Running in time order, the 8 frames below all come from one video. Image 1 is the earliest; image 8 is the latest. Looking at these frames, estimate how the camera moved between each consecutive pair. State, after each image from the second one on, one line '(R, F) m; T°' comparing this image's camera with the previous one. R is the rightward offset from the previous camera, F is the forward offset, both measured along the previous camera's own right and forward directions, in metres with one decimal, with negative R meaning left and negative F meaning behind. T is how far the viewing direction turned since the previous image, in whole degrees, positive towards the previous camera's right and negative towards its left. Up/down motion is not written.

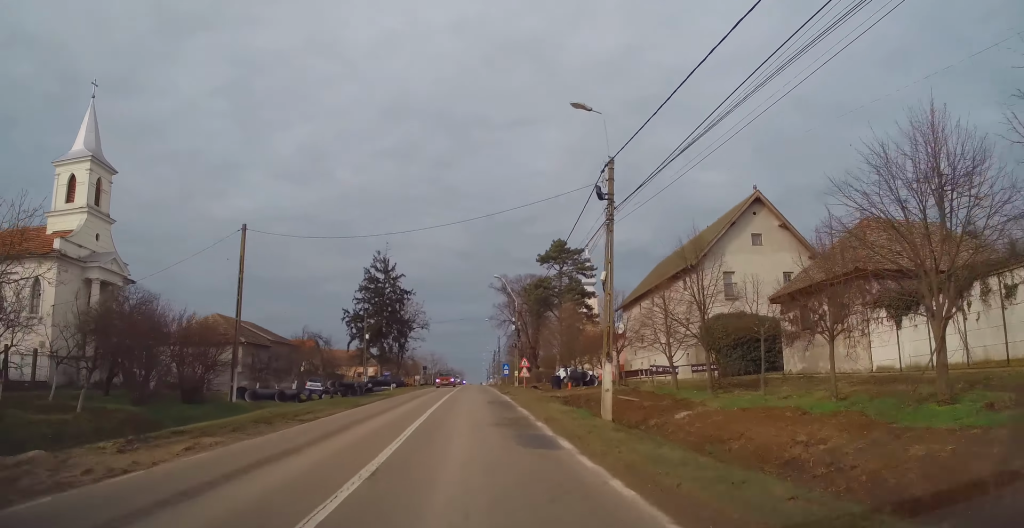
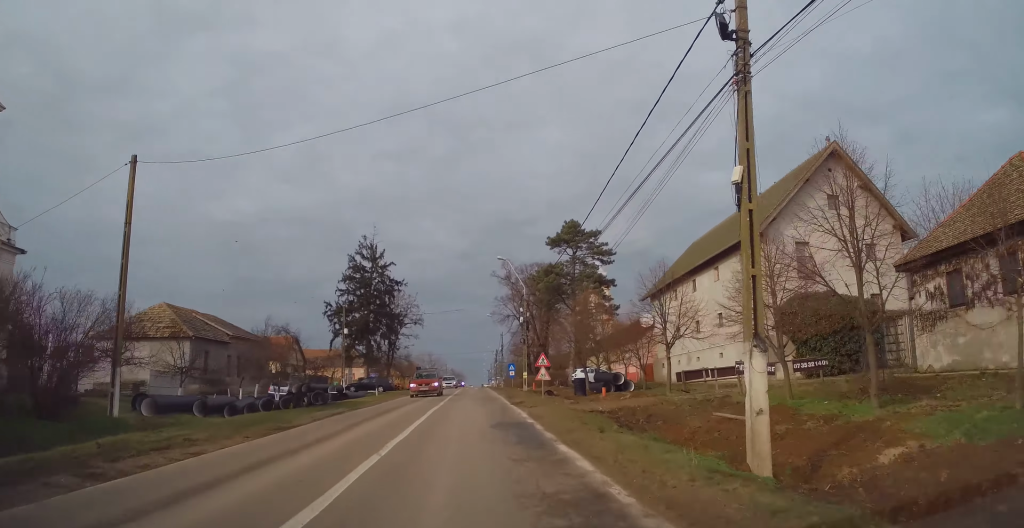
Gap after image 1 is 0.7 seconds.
(-0.1, +10.9) m; -1°
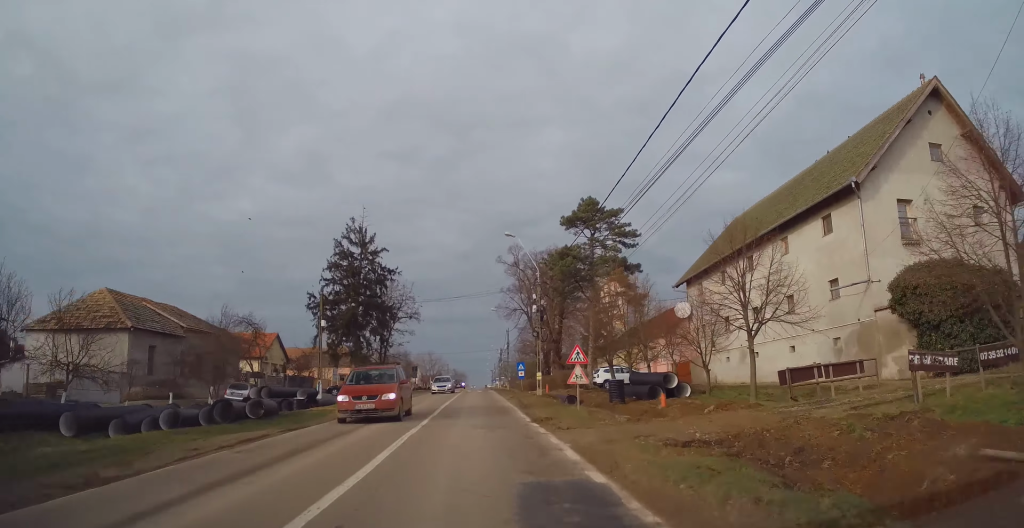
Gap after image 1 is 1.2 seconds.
(0.0, +9.3) m; 0°
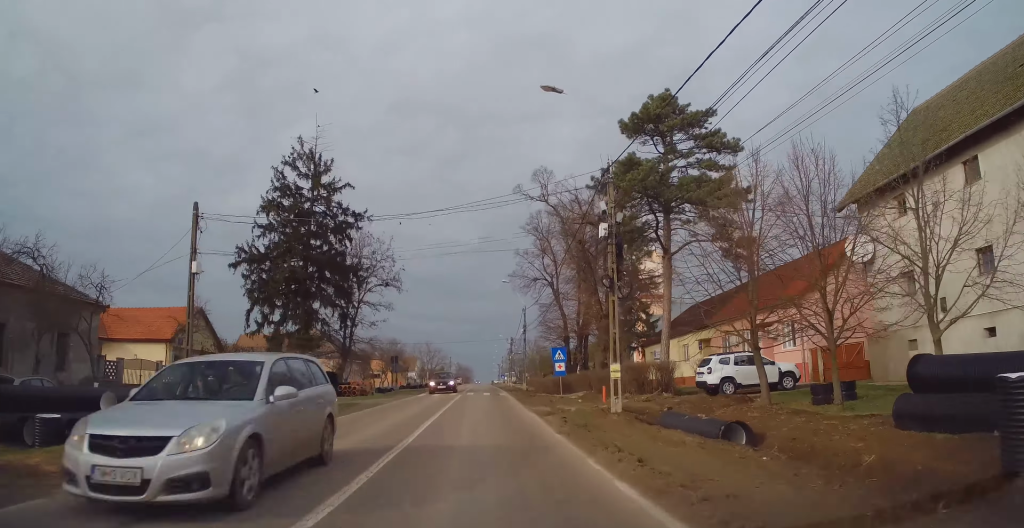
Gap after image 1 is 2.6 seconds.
(0.0, +22.2) m; +1°
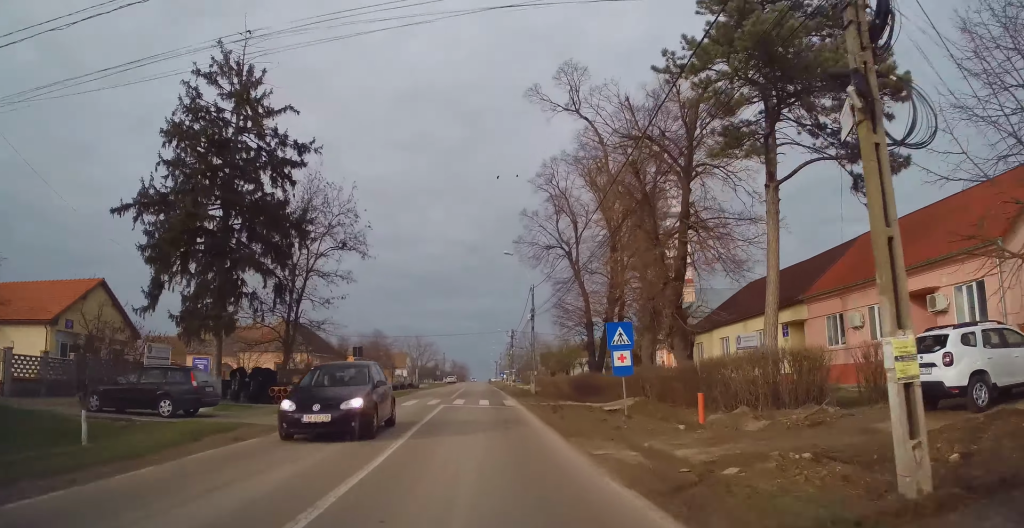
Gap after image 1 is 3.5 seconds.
(+0.2, +13.9) m; 0°
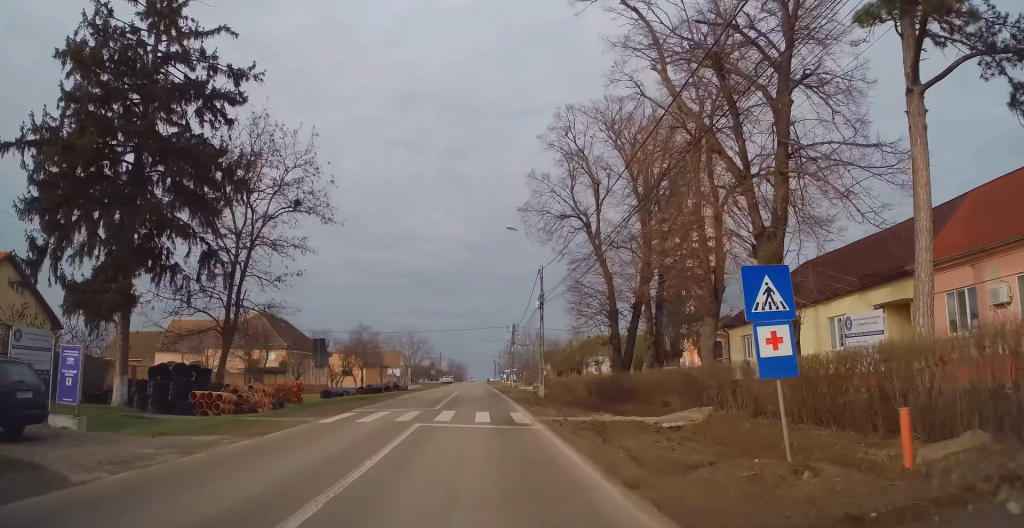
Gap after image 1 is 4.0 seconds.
(-0.1, +8.5) m; 0°
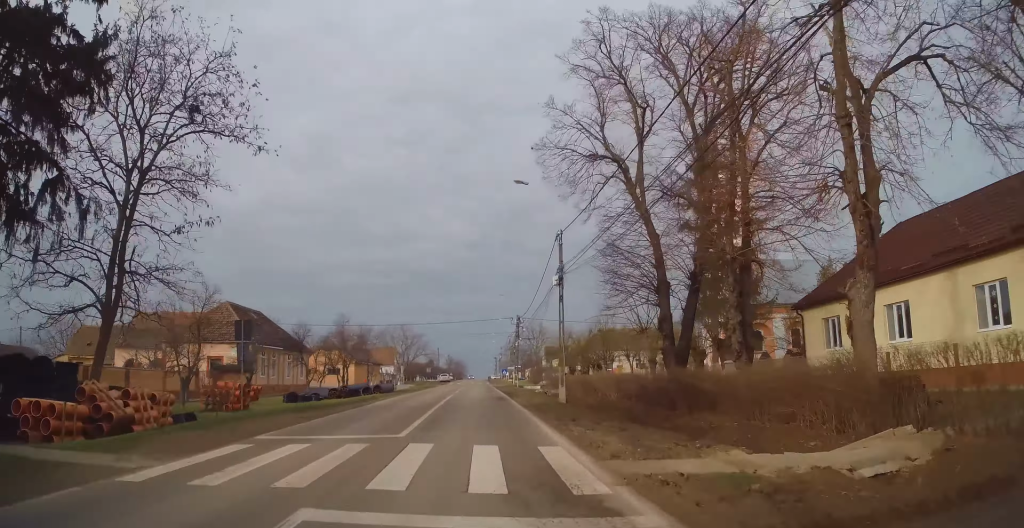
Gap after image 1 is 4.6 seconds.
(-0.1, +9.6) m; 0°
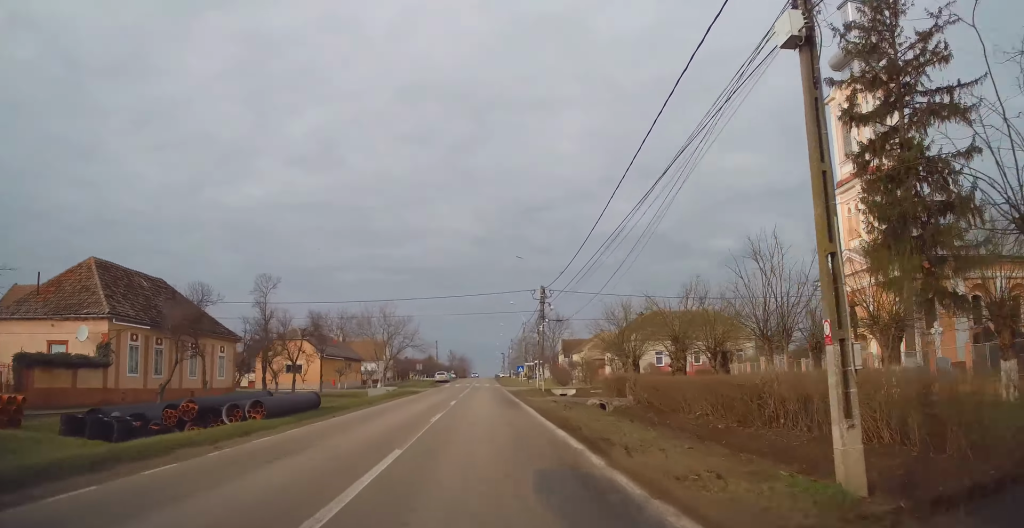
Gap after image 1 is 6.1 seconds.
(-0.1, +23.3) m; -1°
